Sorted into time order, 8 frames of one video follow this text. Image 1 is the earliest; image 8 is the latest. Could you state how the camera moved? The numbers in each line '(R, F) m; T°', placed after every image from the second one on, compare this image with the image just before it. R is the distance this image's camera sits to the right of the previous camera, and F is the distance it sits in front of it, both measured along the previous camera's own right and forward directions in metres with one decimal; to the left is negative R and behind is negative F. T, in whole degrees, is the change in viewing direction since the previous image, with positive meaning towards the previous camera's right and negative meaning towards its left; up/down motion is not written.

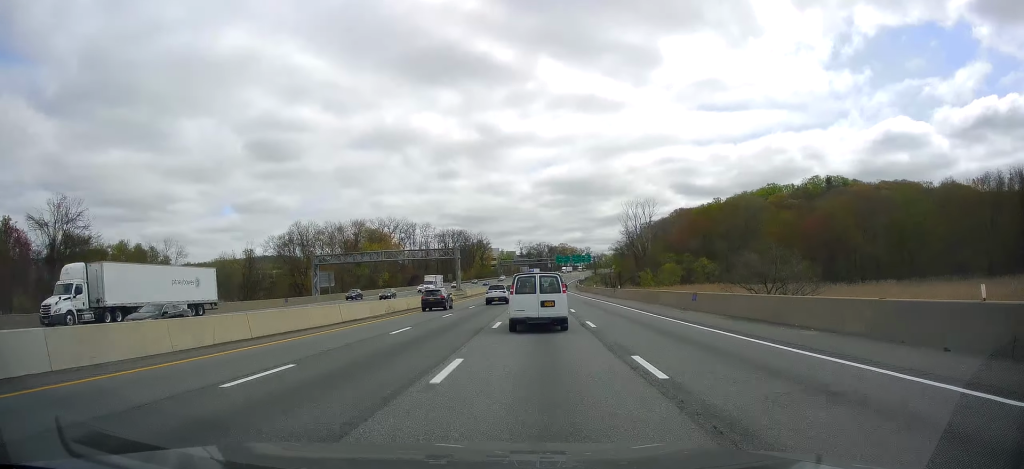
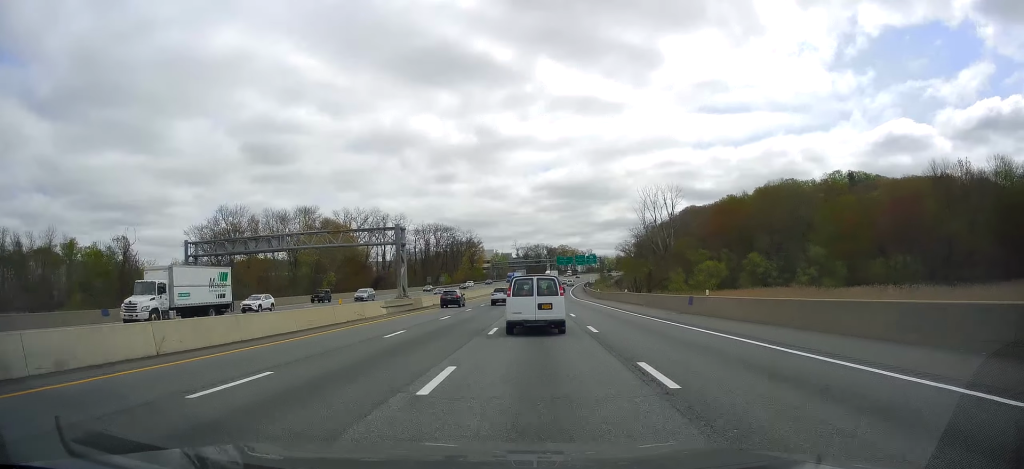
(+0.4, +37.6) m; +1°
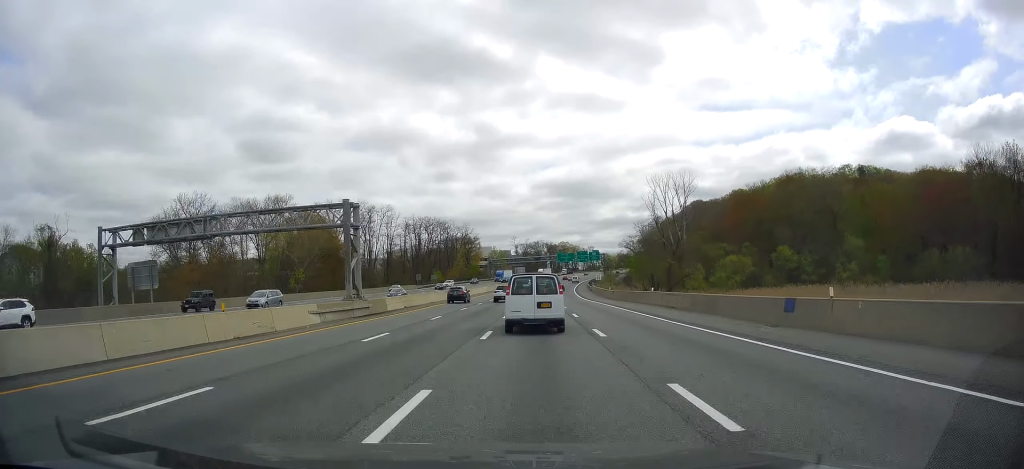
(+0.3, +15.0) m; 0°
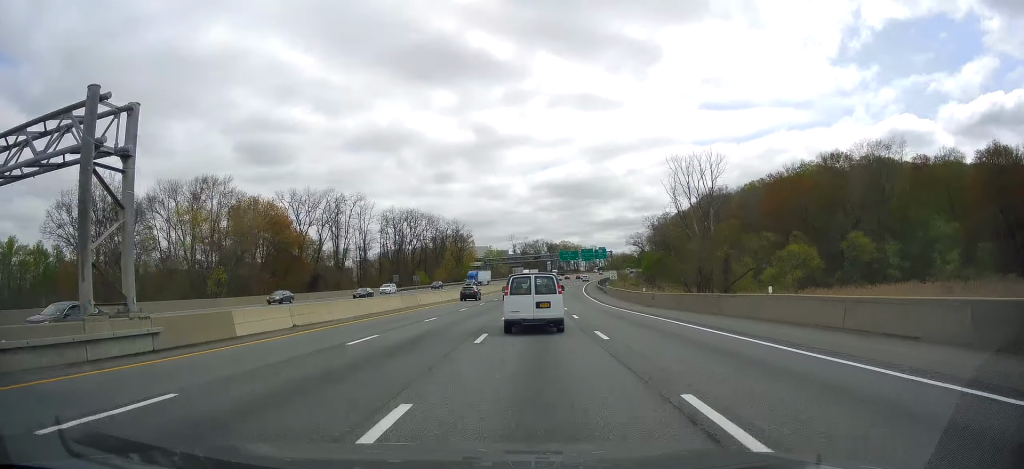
(-0.6, +25.6) m; -1°
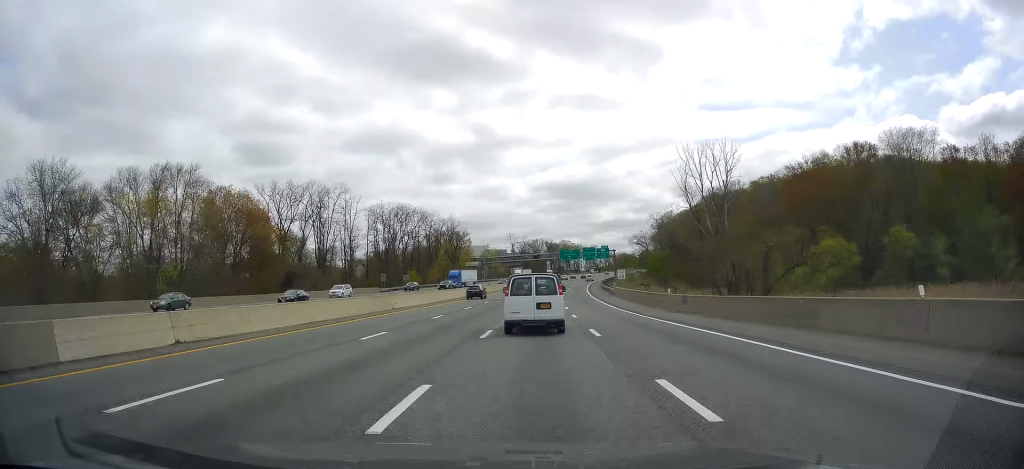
(0.0, +10.6) m; +1°
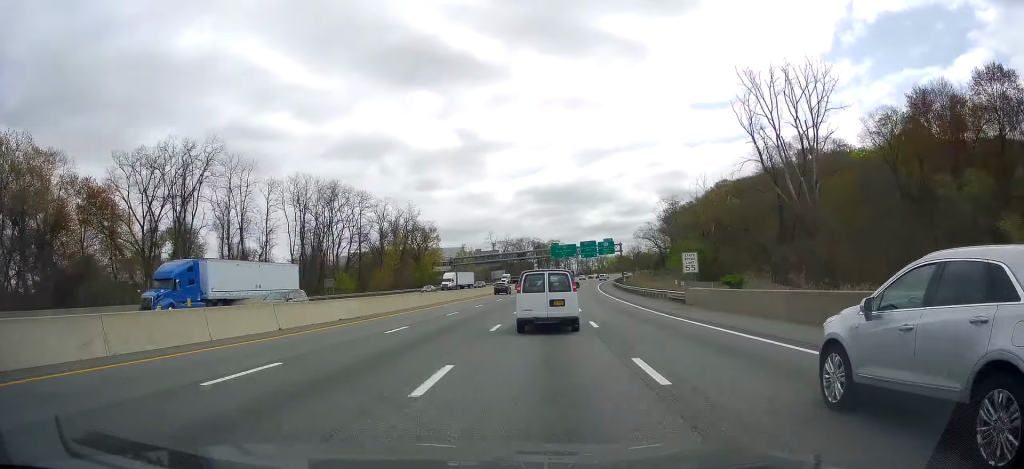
(+1.0, +46.3) m; +3°
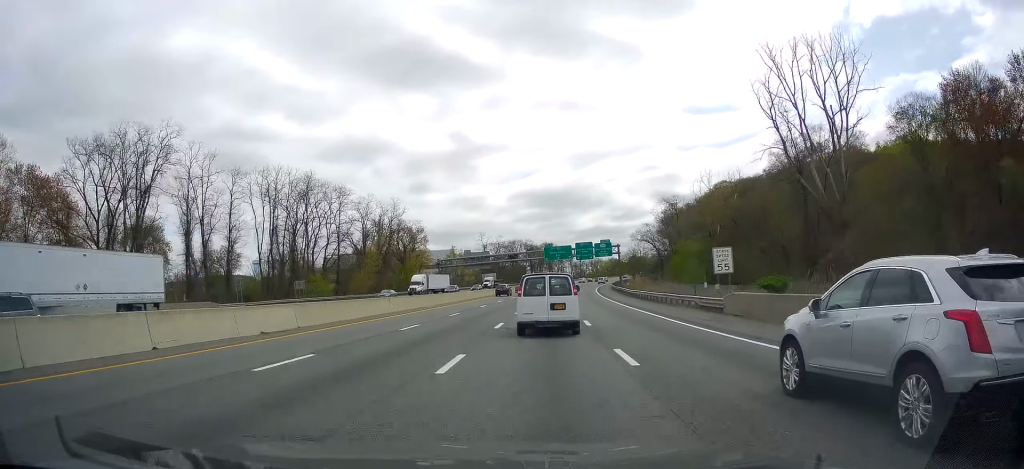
(-0.1, +9.7) m; +1°
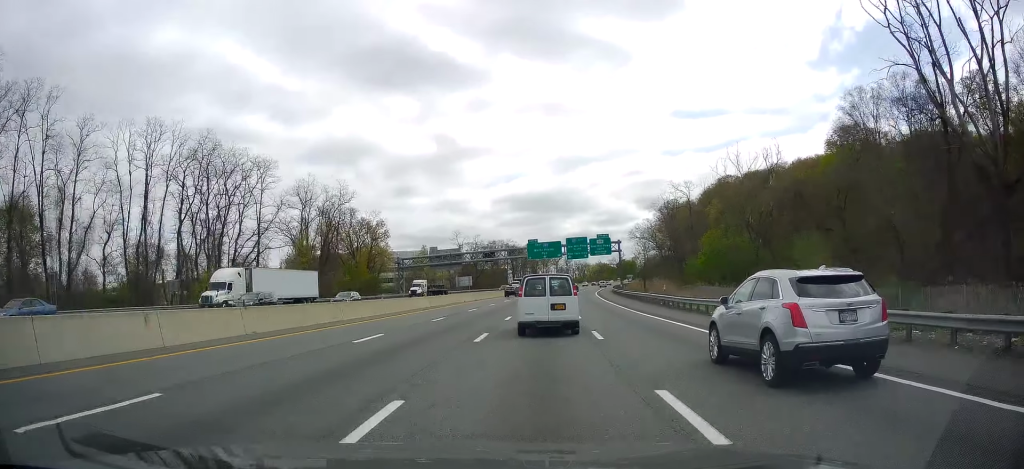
(+0.6, +29.7) m; 0°
